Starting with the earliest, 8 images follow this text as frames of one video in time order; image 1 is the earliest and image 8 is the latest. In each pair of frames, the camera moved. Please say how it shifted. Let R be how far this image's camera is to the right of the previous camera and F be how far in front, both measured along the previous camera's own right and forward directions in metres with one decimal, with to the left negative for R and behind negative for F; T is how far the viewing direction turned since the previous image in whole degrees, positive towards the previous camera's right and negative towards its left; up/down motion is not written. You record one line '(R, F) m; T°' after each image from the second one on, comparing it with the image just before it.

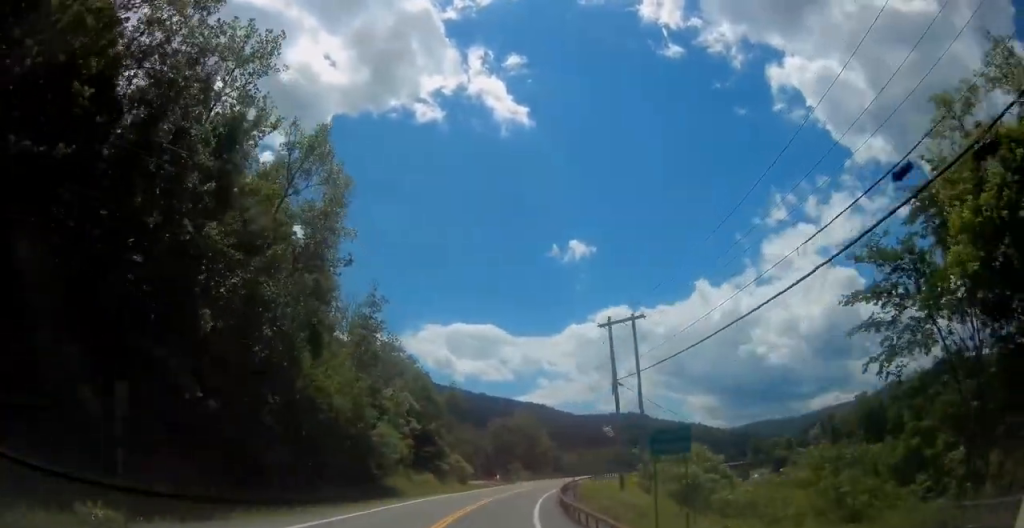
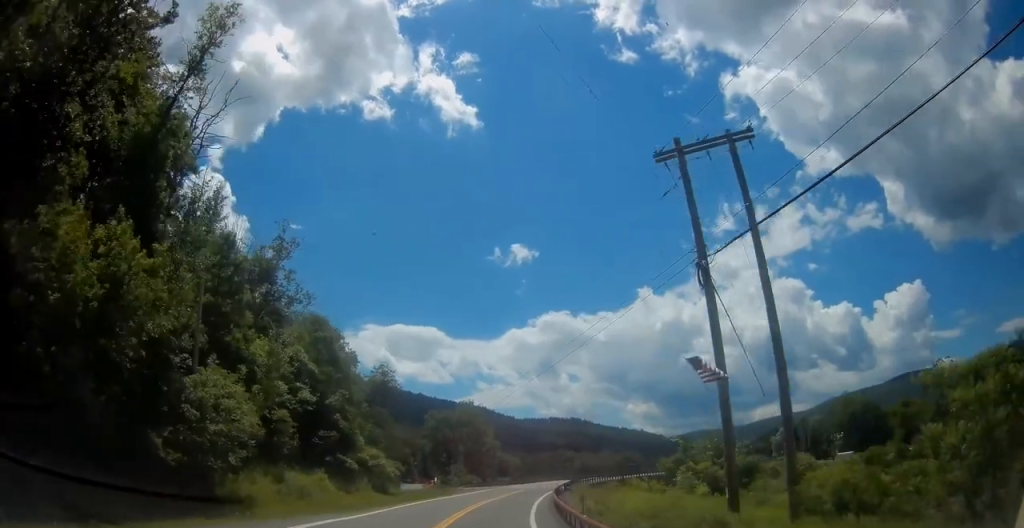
(+1.2, +23.7) m; +5°
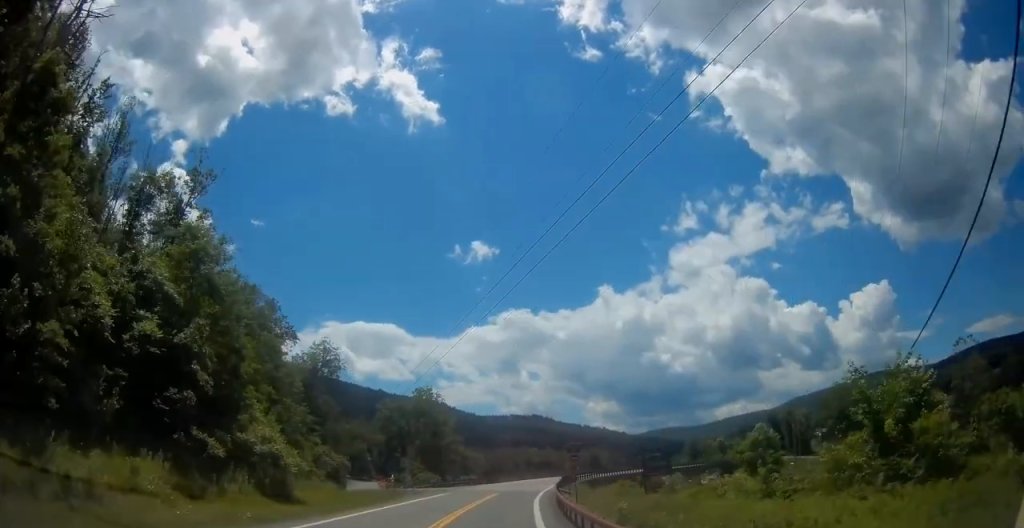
(+0.5, +17.4) m; +4°
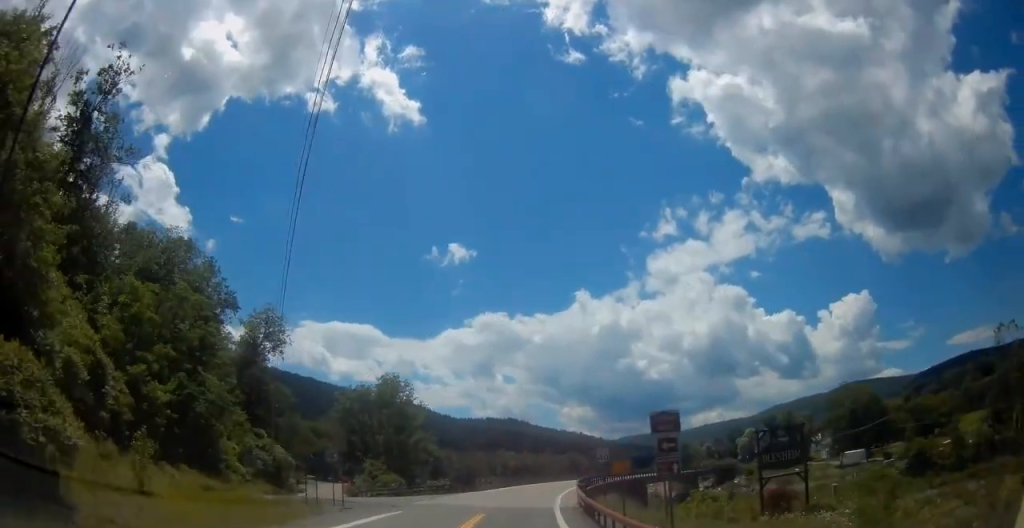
(+0.7, +17.7) m; +5°
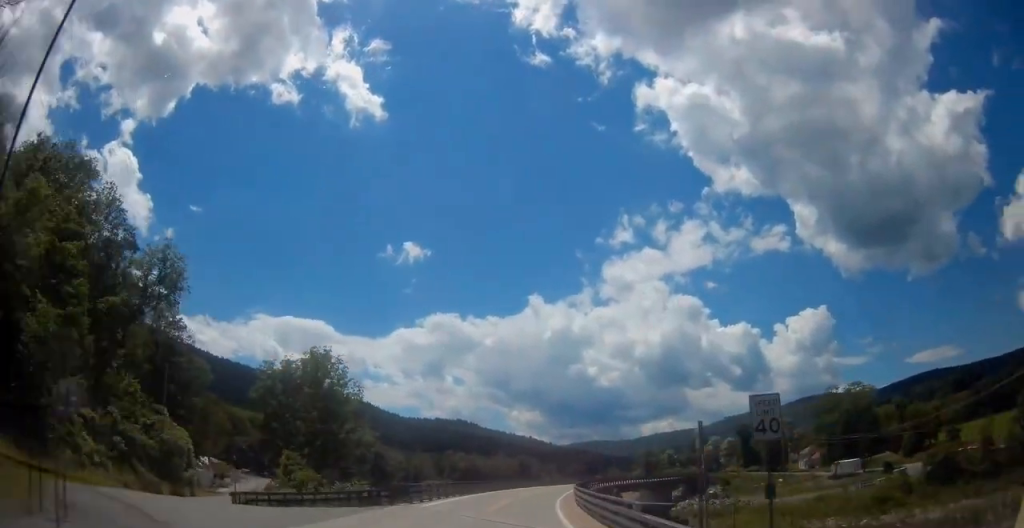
(+0.8, +18.6) m; +5°
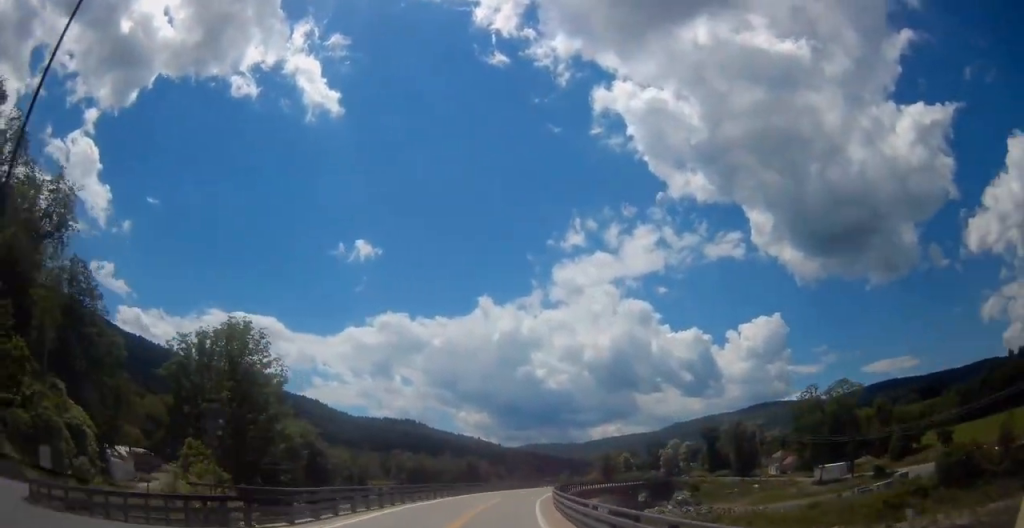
(+0.4, +13.7) m; +3°
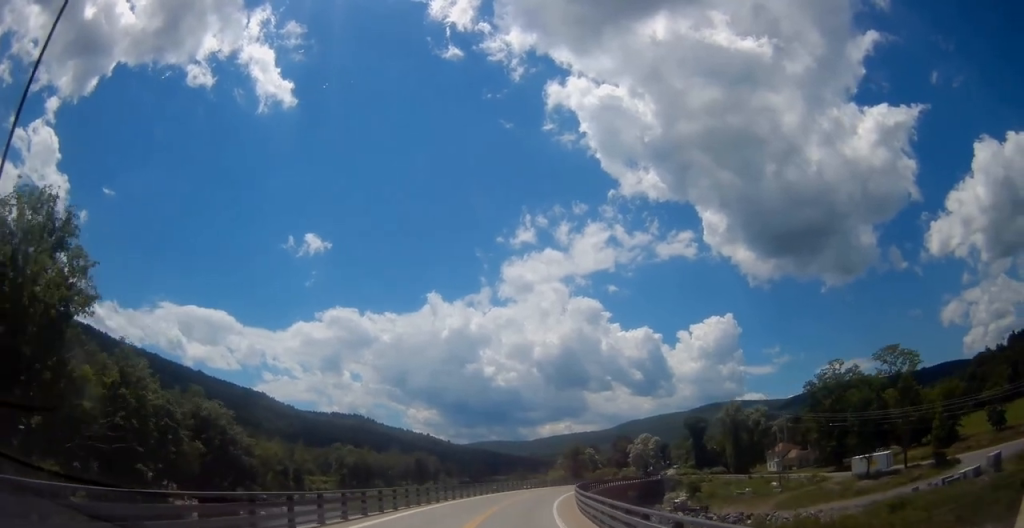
(+2.2, +32.3) m; +7°
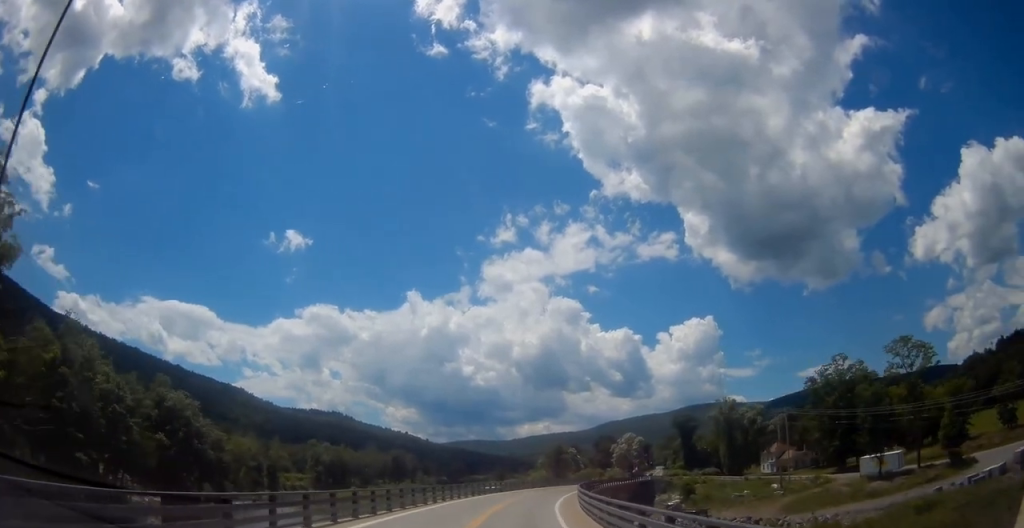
(0.0, +8.9) m; +1°
